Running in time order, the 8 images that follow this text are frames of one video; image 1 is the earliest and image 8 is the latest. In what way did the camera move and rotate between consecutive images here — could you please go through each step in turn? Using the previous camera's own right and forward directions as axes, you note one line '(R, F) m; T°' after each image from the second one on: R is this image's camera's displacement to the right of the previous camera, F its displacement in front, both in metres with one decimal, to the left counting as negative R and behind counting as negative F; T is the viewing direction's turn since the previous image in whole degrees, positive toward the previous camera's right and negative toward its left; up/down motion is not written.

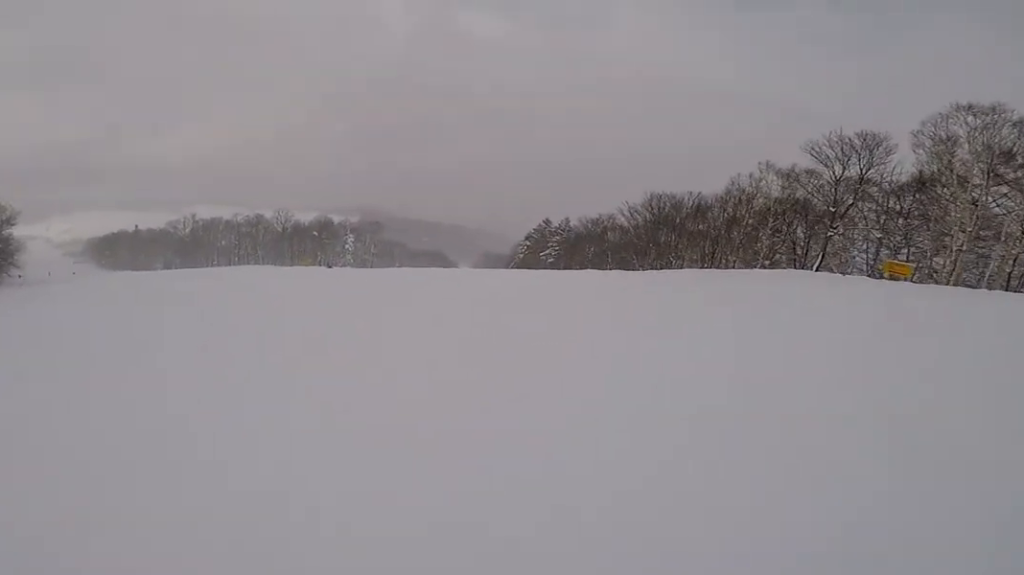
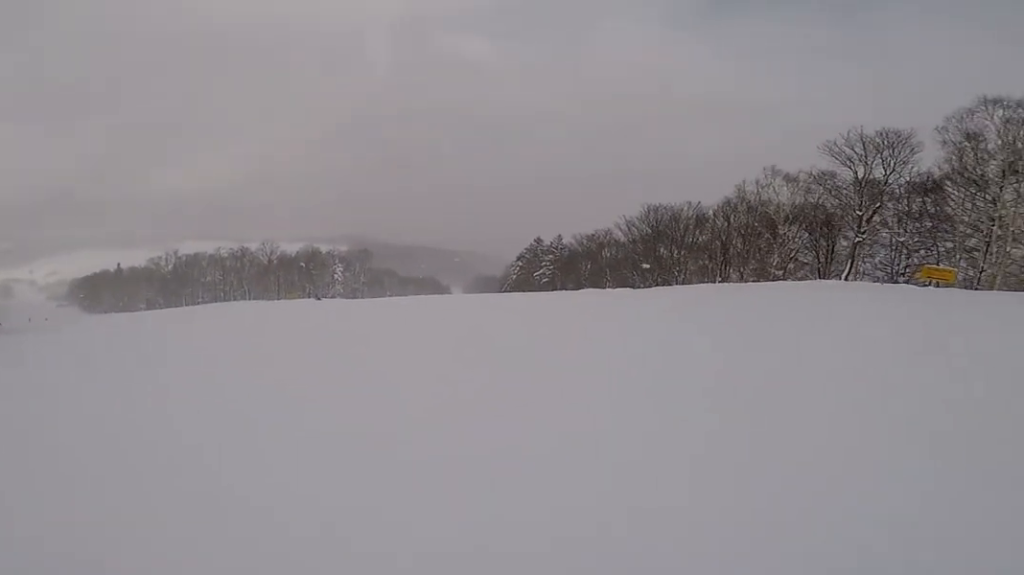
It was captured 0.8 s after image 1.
(0.0, +3.3) m; +1°
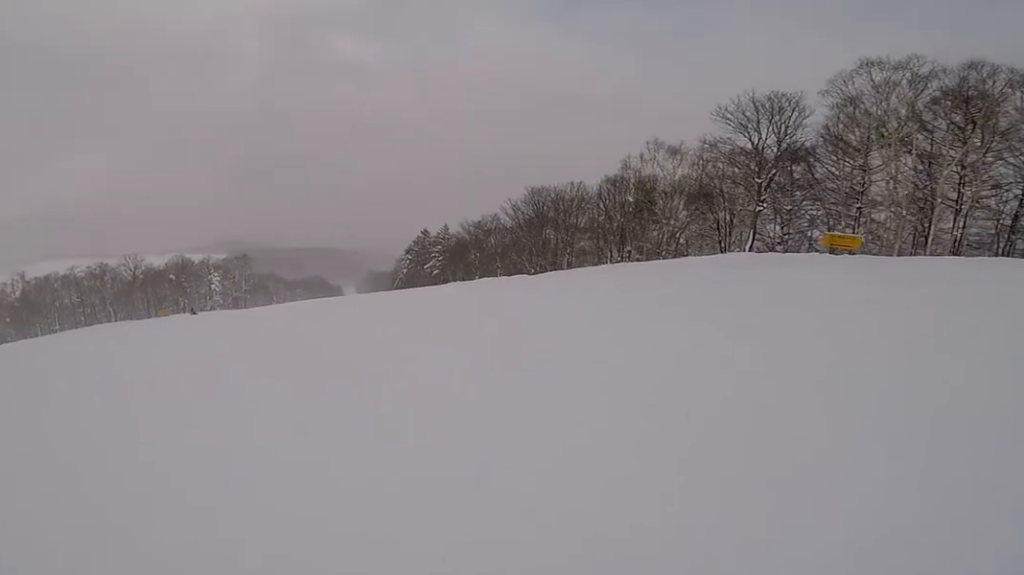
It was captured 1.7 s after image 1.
(+0.1, +3.7) m; +8°
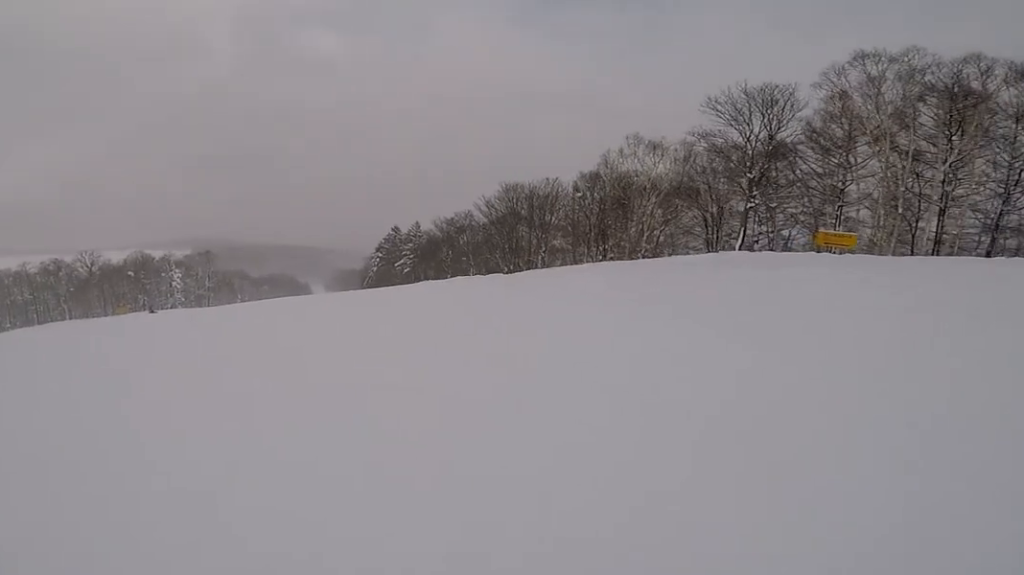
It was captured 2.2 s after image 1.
(+0.1, +1.9) m; +2°
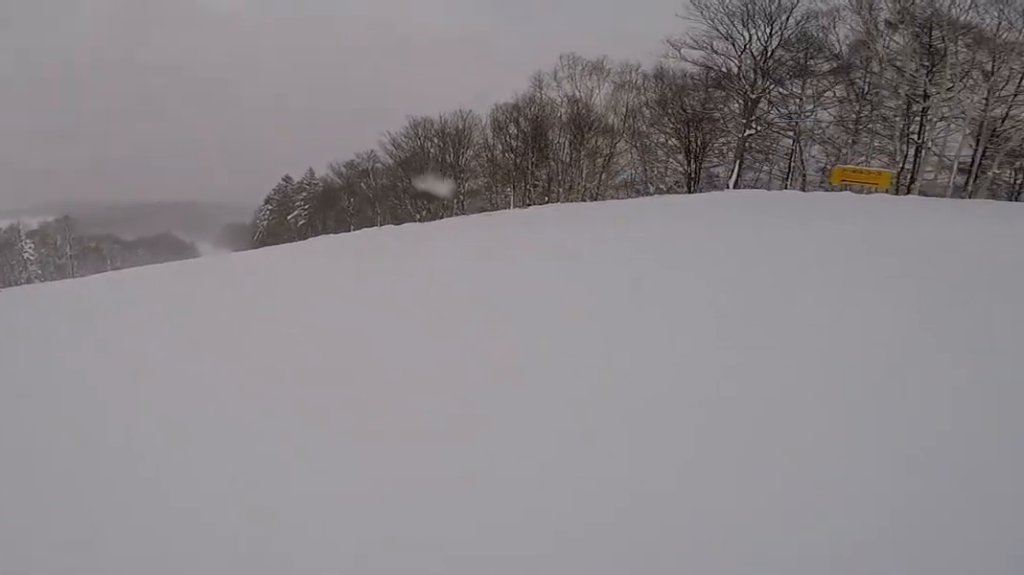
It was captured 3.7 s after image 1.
(-0.1, +6.6) m; 0°
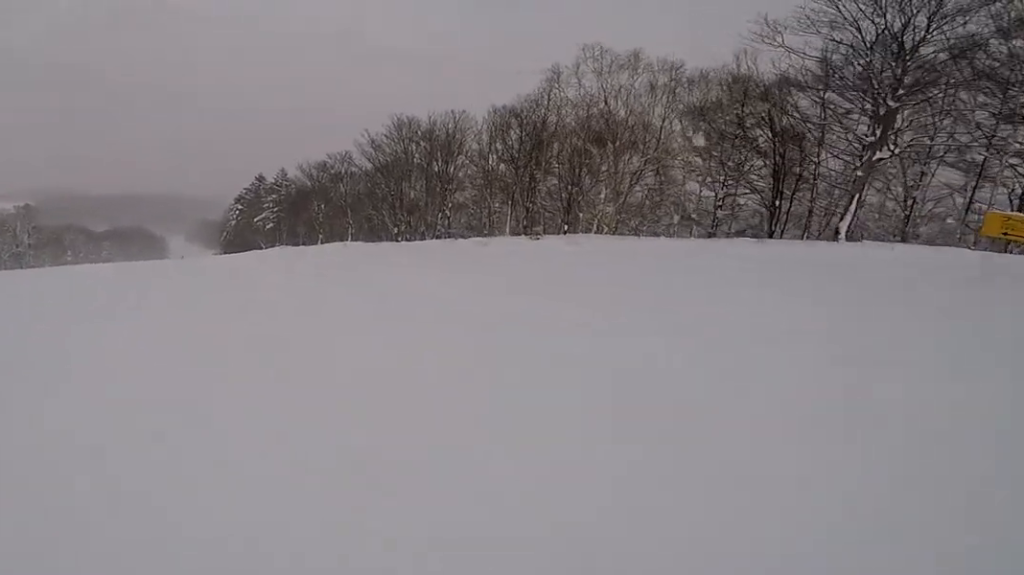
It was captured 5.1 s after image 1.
(+0.4, +6.3) m; -1°
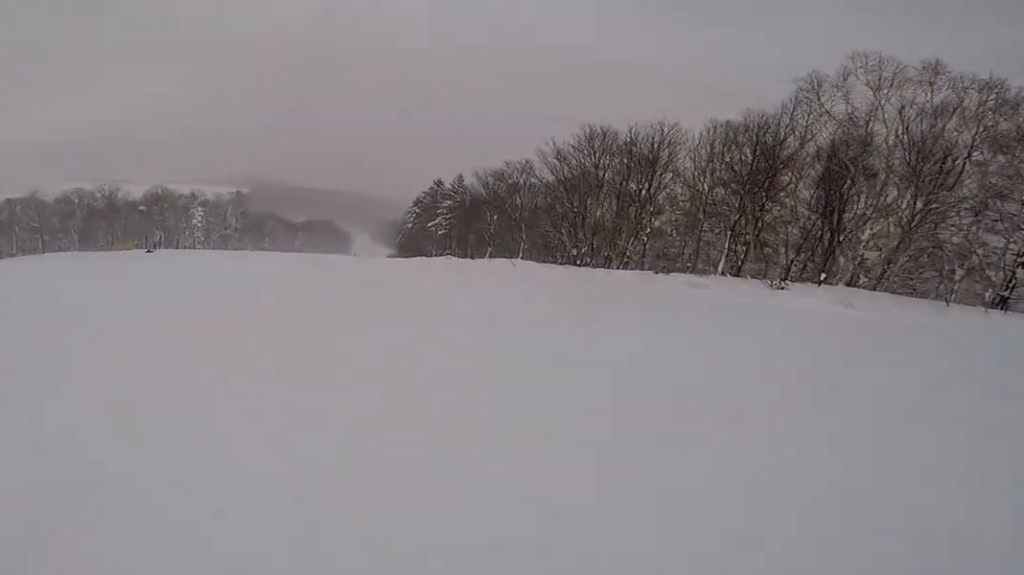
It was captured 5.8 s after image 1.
(-0.3, +3.0) m; -7°
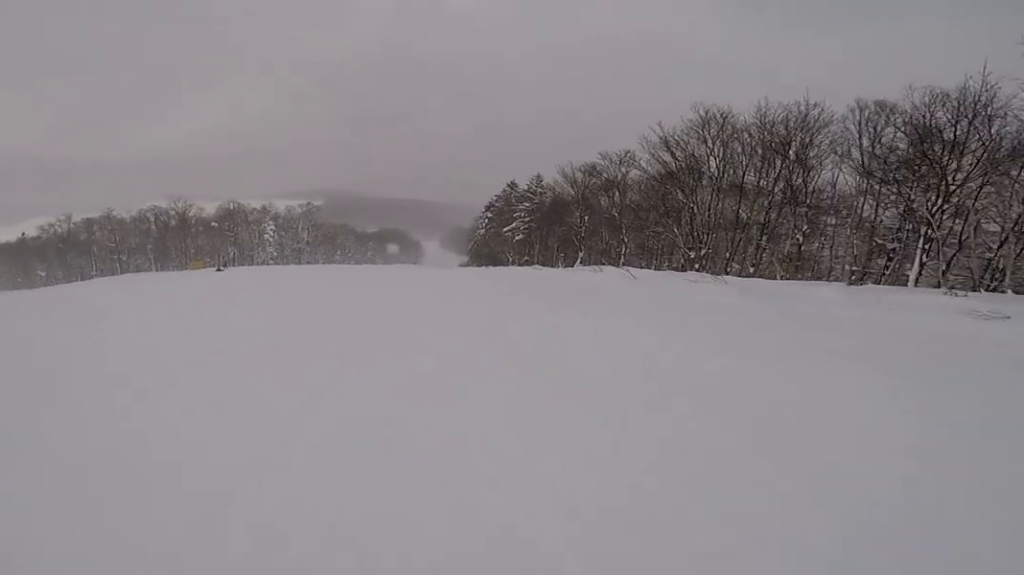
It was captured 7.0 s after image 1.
(-0.2, +5.2) m; 0°
